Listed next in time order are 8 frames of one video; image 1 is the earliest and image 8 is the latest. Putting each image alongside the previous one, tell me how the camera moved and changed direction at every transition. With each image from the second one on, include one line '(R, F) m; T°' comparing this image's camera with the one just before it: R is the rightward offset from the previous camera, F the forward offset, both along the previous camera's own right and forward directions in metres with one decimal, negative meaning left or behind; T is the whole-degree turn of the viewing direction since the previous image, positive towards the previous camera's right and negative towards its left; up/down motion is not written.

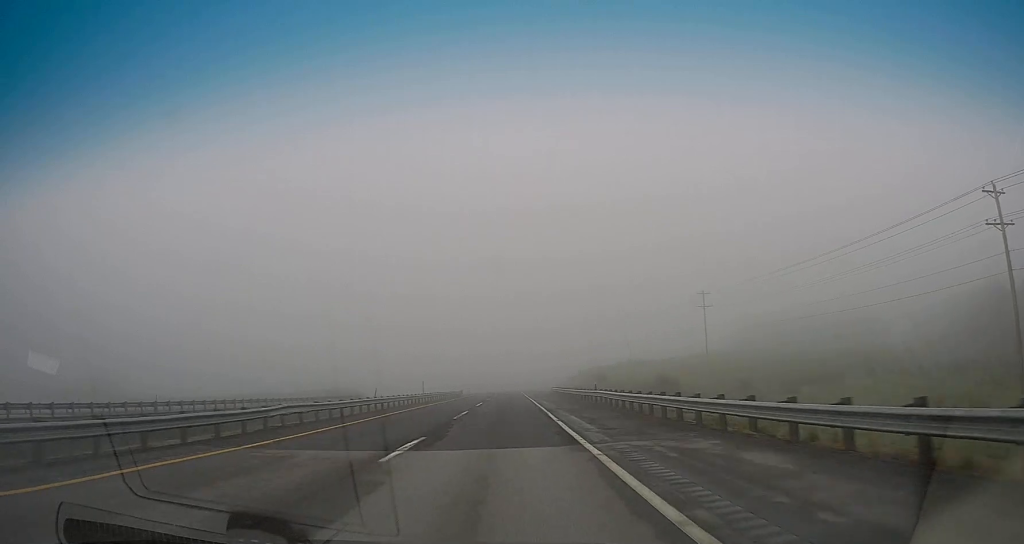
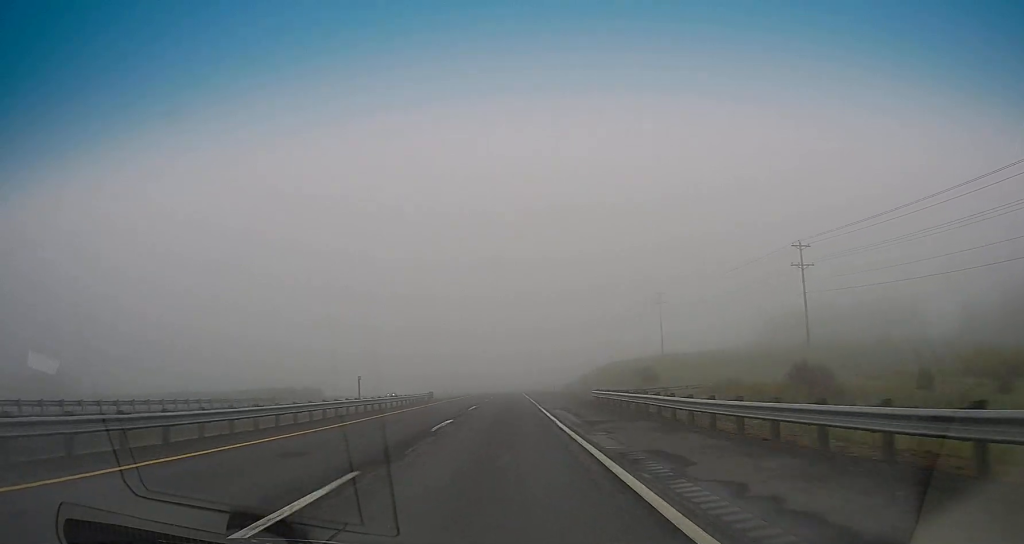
(0.0, +37.3) m; 0°
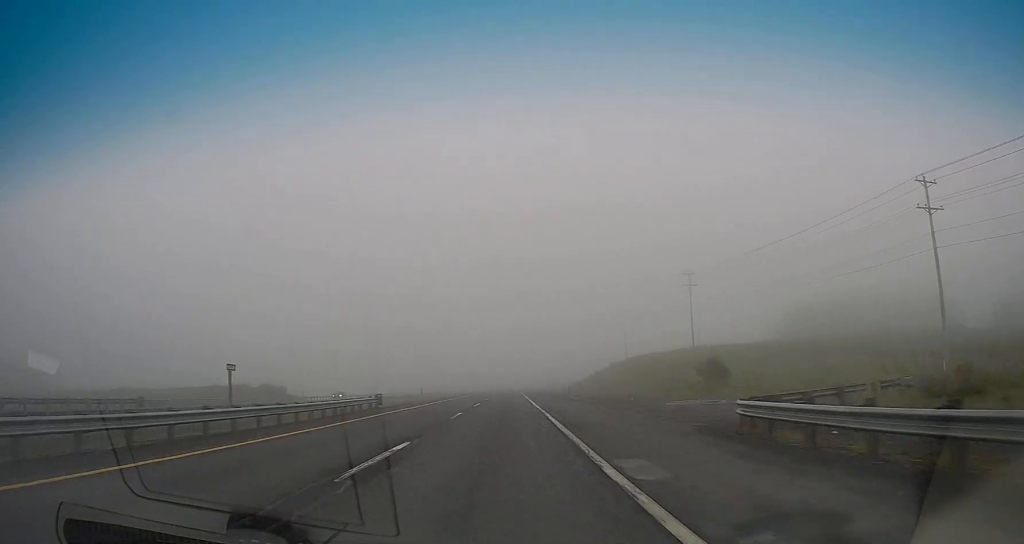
(+0.1, +26.1) m; 0°
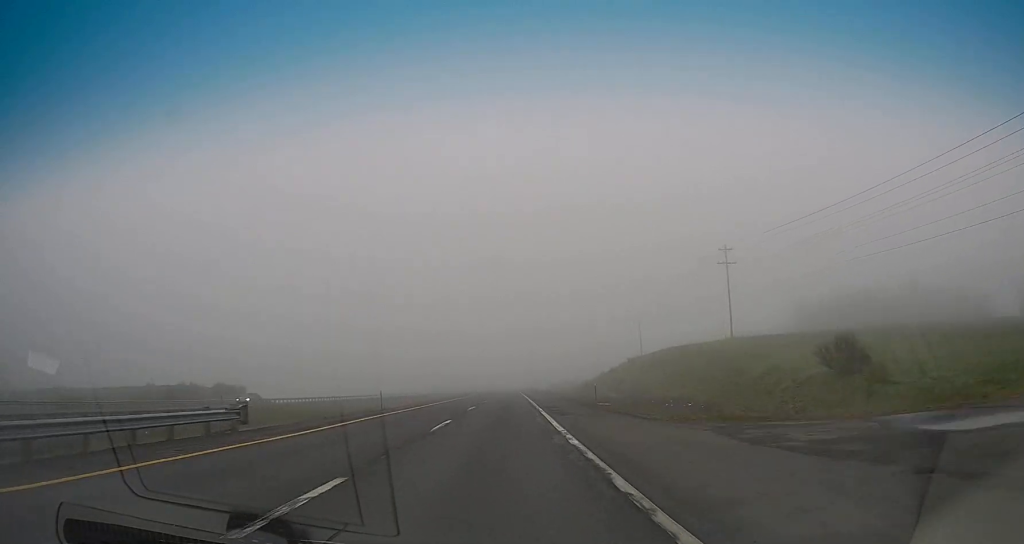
(0.0, +22.9) m; 0°
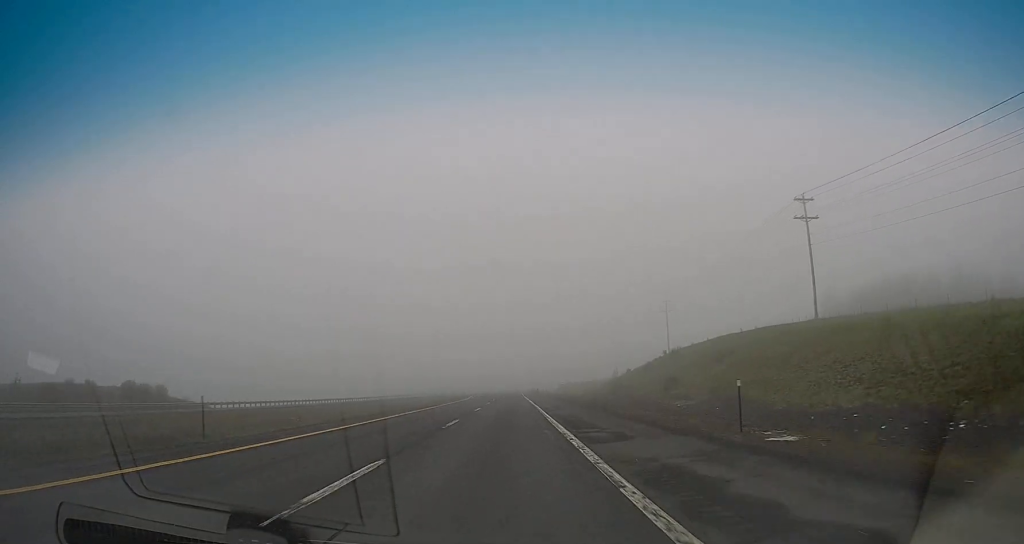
(-0.2, +30.5) m; 0°
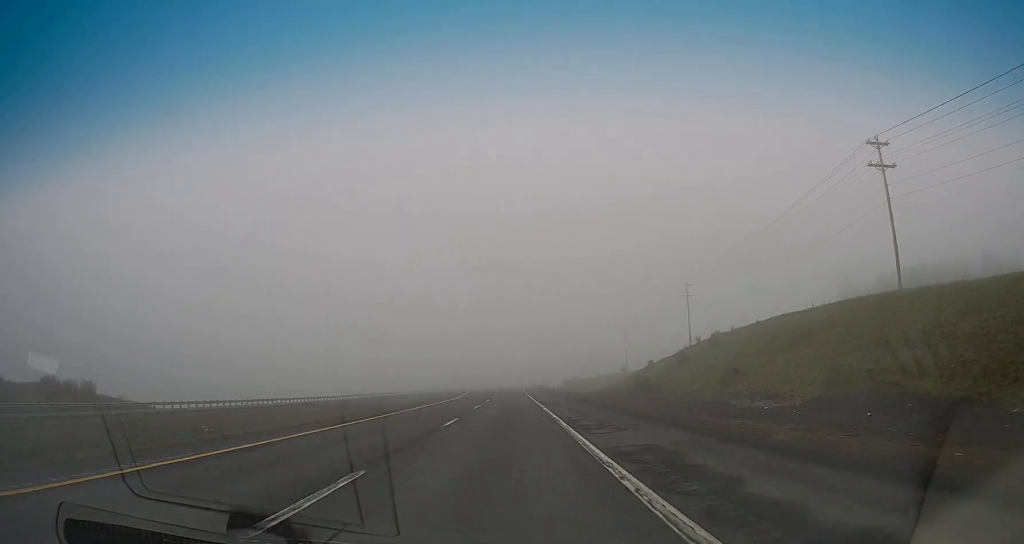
(0.0, +16.9) m; 0°
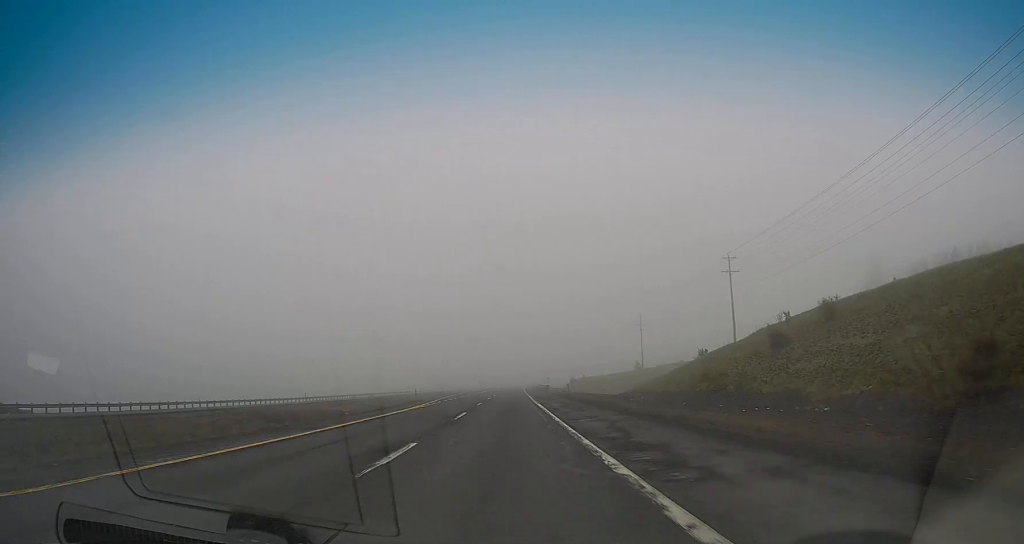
(+0.1, +25.9) m; 0°
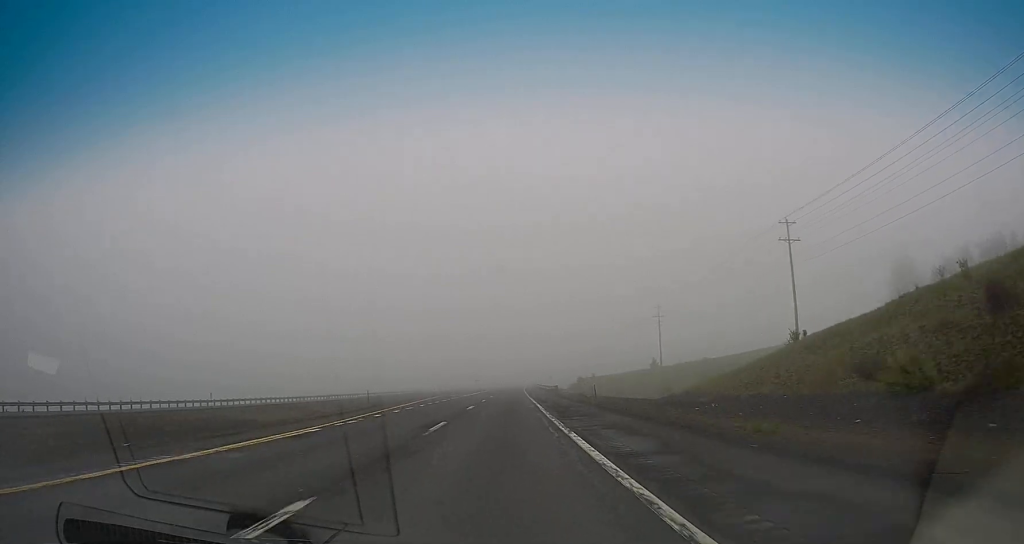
(-0.1, +21.1) m; -1°
